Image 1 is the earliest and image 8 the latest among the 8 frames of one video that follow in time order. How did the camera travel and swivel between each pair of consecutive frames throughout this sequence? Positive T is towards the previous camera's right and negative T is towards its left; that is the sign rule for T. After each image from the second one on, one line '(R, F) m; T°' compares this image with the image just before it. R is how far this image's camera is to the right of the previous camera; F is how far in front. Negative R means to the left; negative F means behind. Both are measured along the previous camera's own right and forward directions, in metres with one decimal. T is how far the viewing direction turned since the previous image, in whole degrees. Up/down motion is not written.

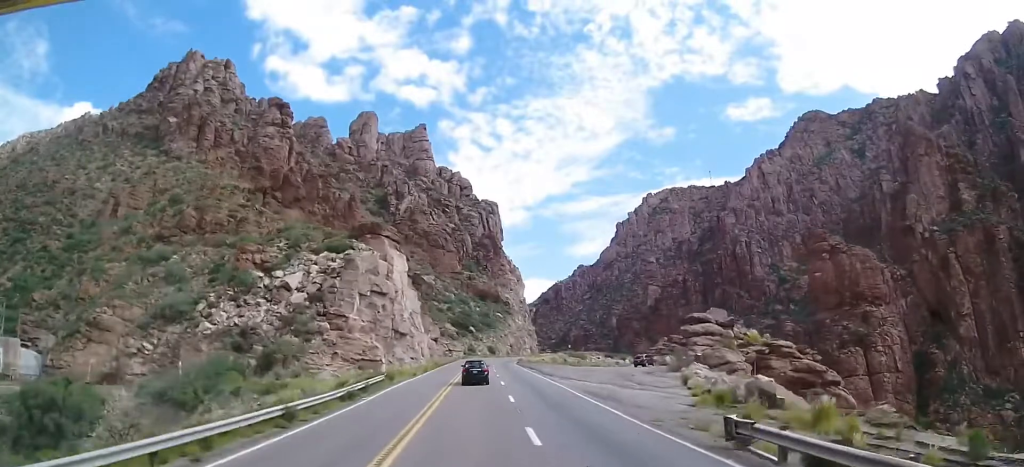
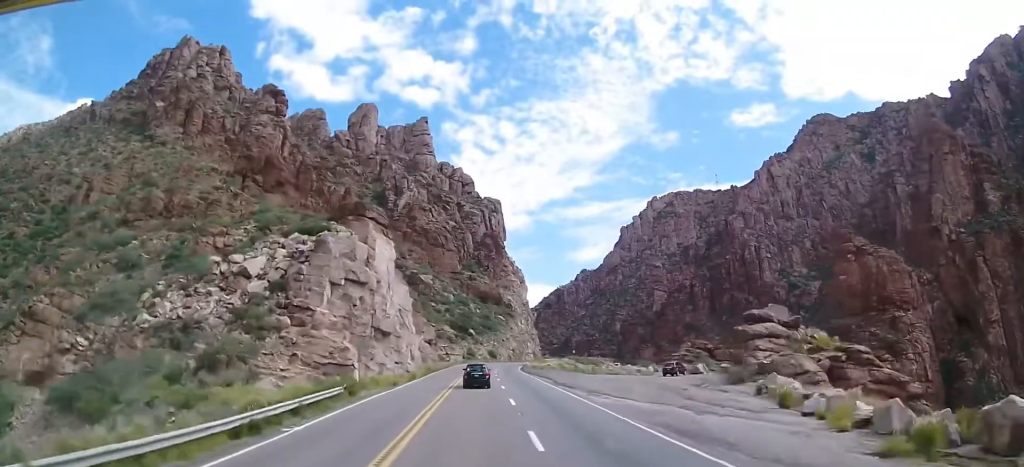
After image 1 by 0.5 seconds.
(+0.1, +11.5) m; 0°
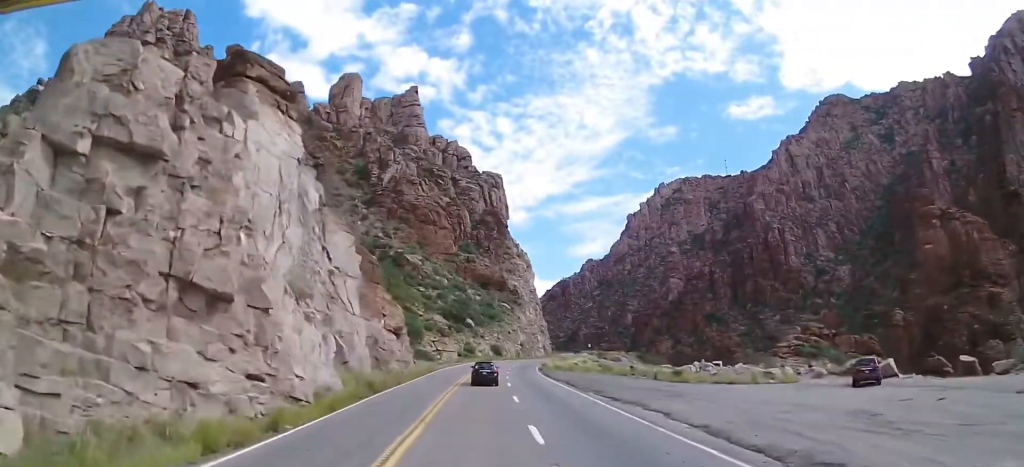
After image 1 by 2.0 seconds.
(0.0, +36.0) m; +6°
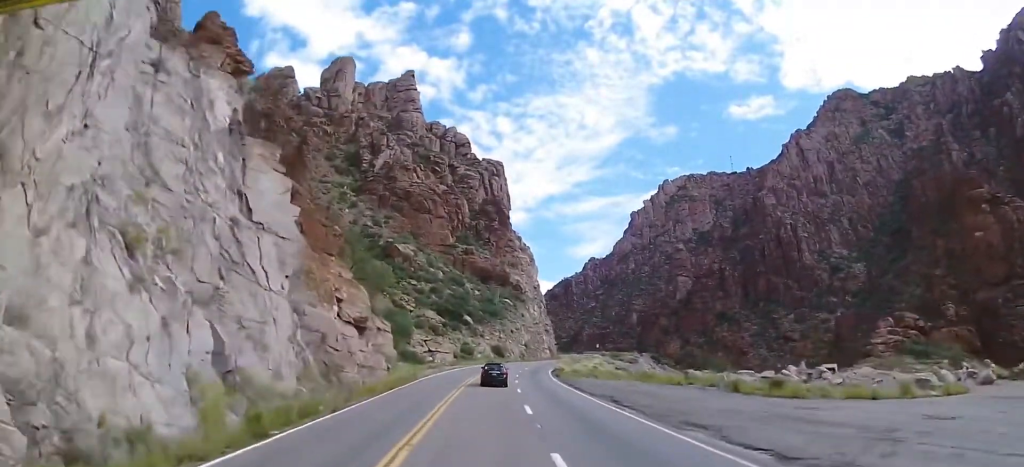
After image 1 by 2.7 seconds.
(+0.9, +18.4) m; +8°
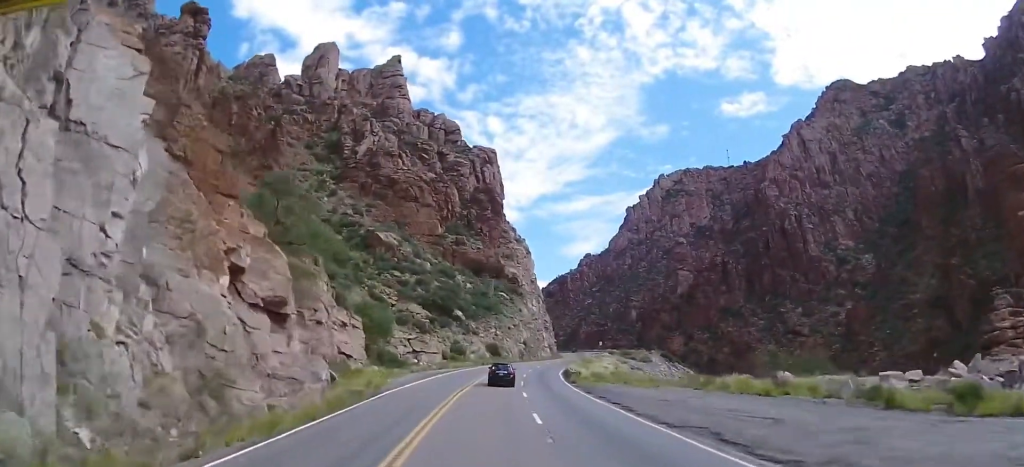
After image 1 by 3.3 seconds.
(+1.2, +17.5) m; +8°
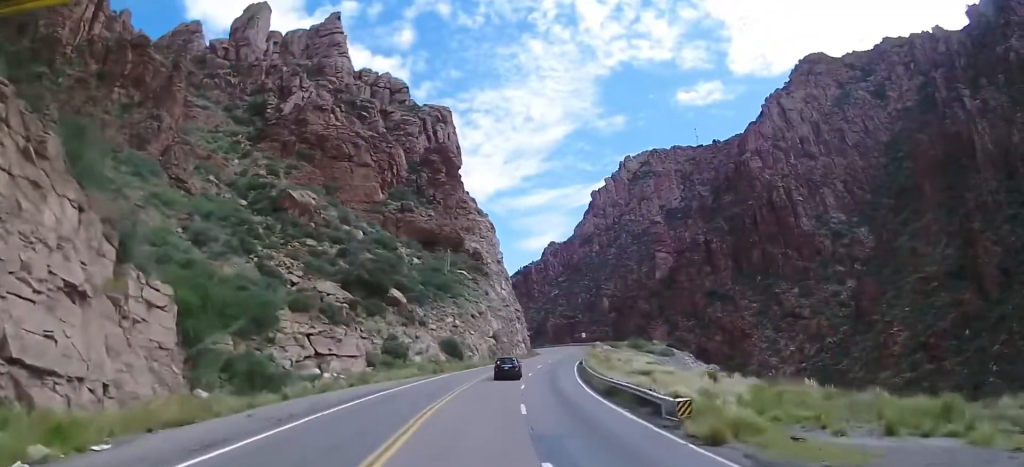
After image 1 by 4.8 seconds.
(+0.7, +43.4) m; -8°
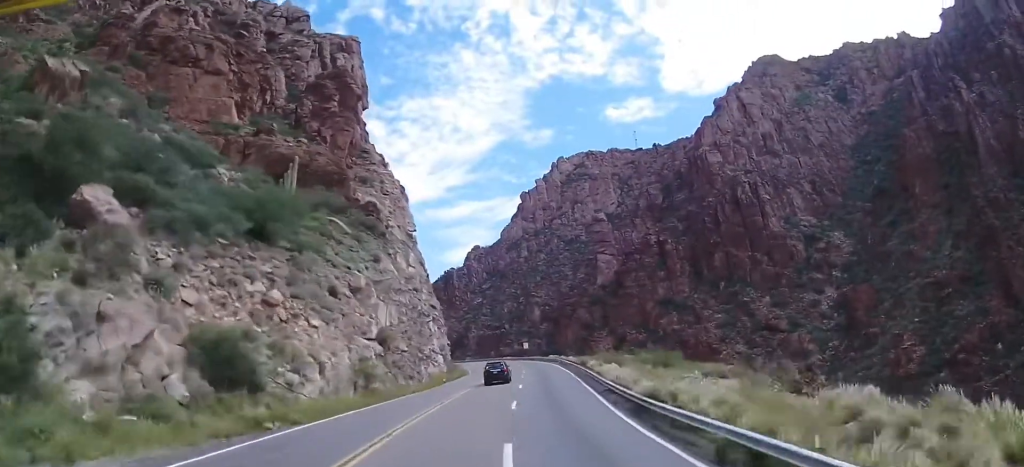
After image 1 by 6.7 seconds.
(-9.4, +49.3) m; -12°
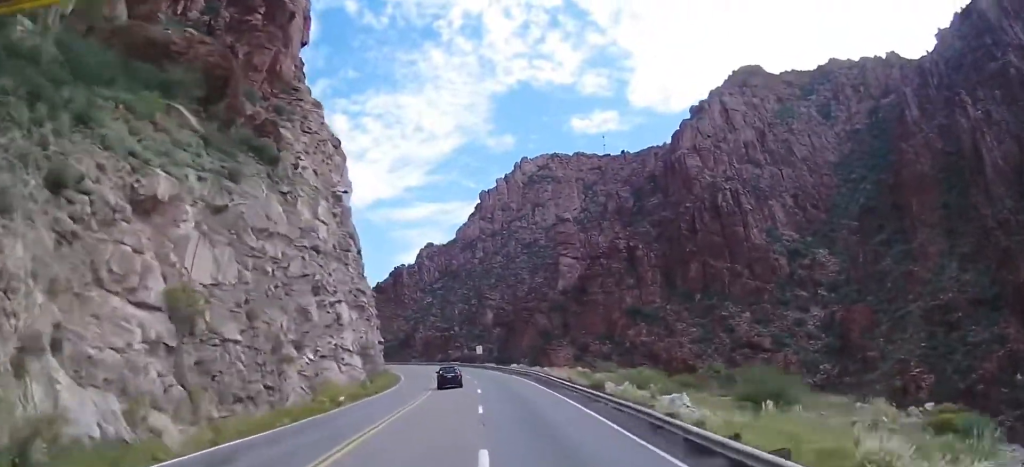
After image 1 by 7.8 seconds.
(+1.2, +27.9) m; +6°
